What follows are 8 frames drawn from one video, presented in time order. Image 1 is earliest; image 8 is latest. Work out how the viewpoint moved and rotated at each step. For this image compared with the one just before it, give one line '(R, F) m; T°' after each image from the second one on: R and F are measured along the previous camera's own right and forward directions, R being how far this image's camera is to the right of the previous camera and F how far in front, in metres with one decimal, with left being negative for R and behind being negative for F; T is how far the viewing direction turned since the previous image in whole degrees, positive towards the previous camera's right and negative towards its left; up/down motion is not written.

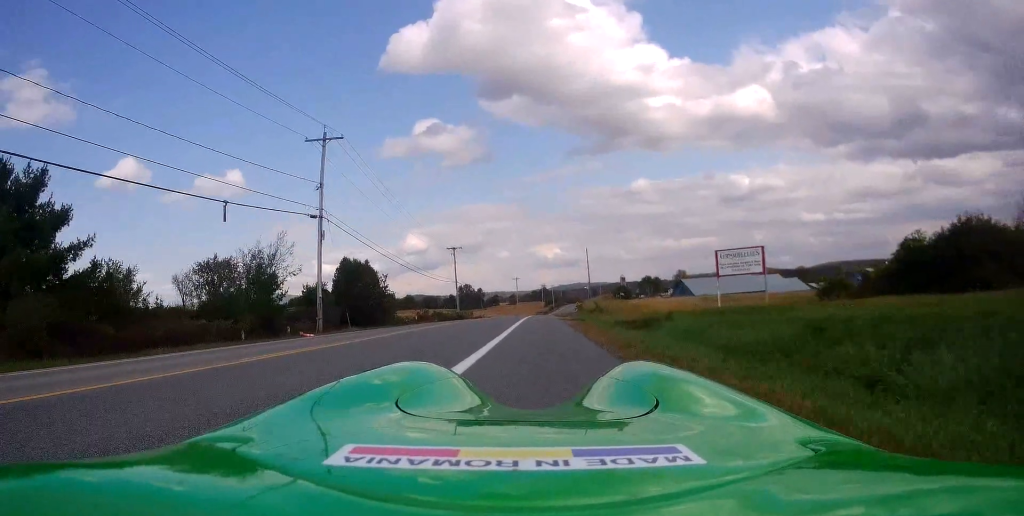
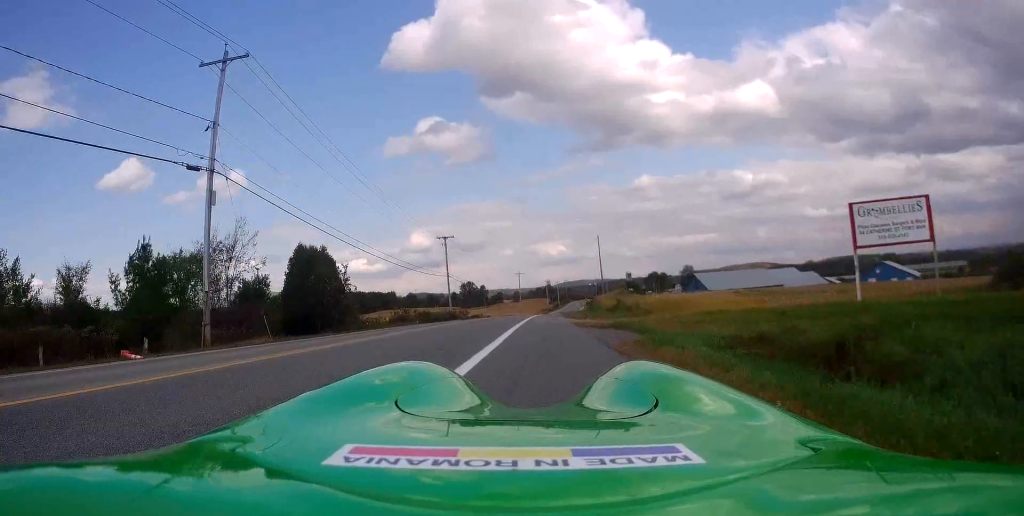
(-0.1, +12.2) m; -1°
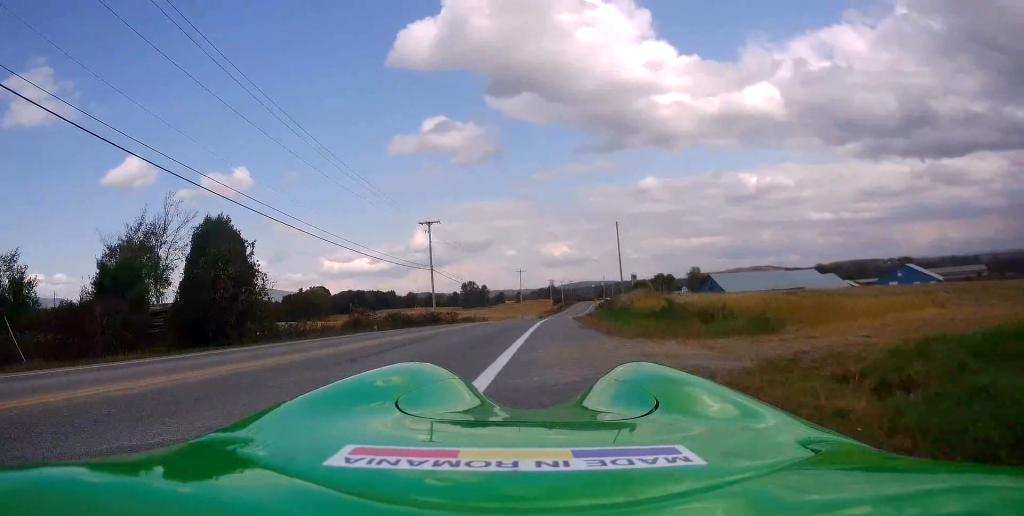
(-0.2, +15.0) m; 0°
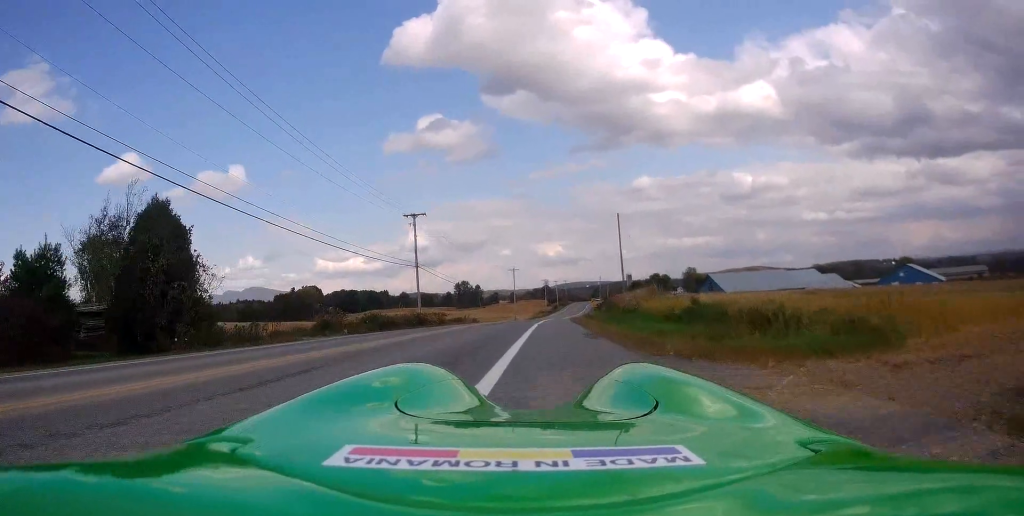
(+0.1, +5.4) m; 0°
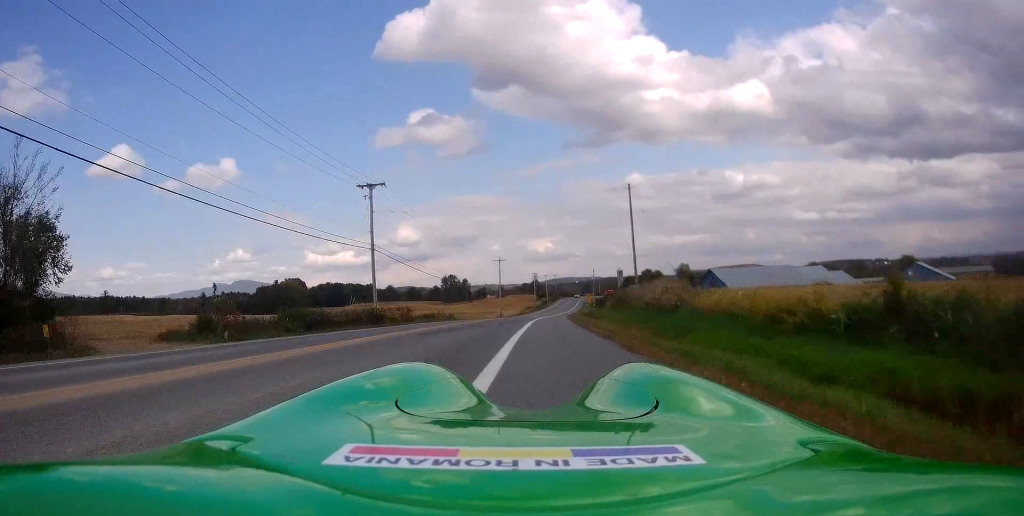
(-0.3, +13.0) m; -1°
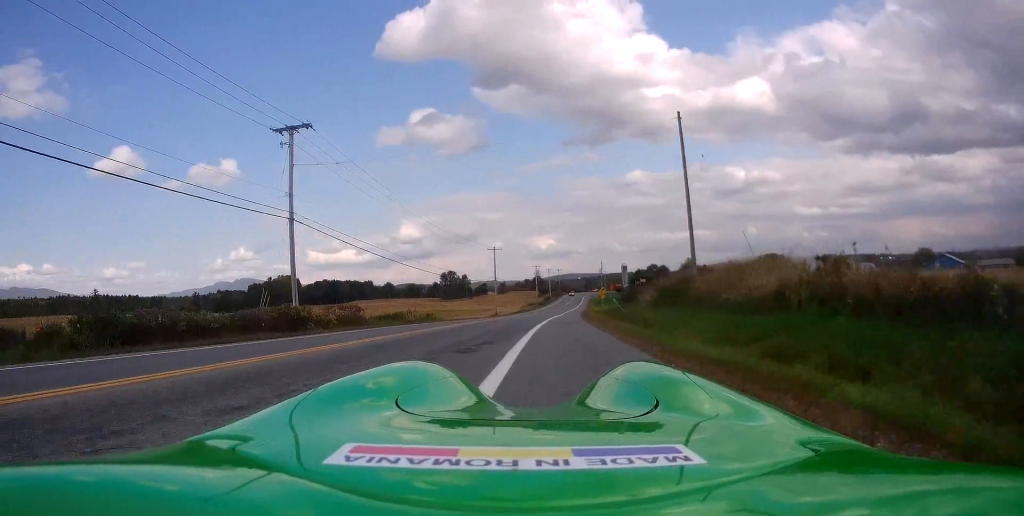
(0.0, +16.6) m; 0°
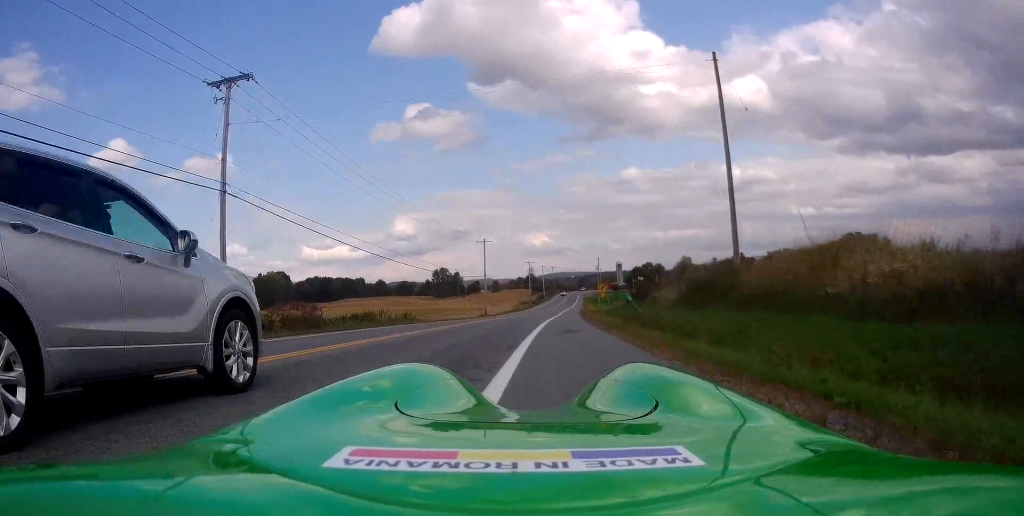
(-0.1, +7.3) m; +1°
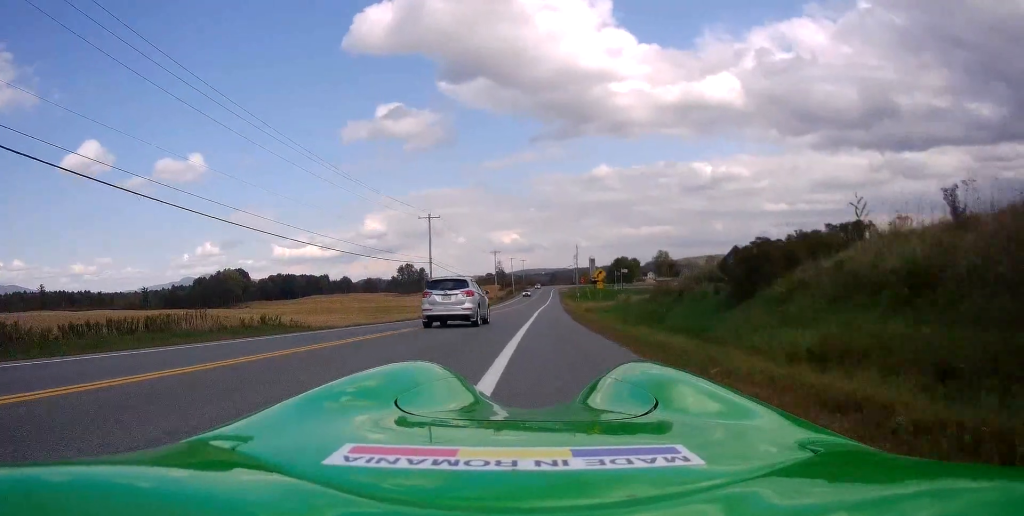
(+0.2, +22.8) m; +1°
